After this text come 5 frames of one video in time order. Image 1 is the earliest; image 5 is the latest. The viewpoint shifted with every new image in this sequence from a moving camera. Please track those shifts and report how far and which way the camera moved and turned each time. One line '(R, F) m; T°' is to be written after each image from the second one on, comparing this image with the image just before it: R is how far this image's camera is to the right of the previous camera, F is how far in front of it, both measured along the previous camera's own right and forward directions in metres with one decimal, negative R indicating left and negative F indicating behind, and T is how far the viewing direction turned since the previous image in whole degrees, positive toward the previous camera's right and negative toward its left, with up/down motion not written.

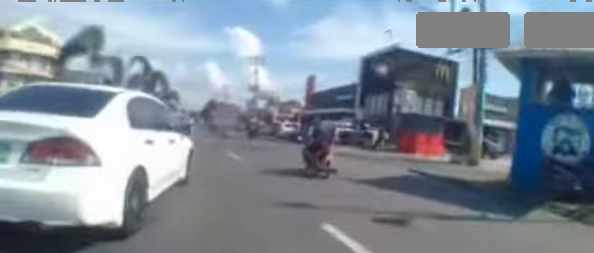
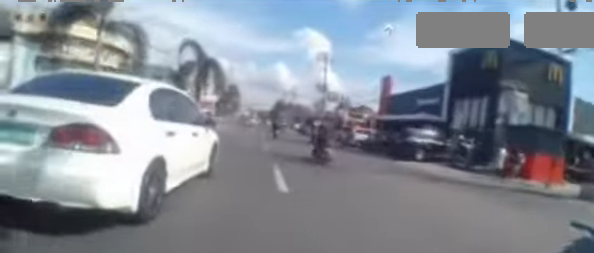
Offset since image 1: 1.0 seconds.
(0.0, +5.9) m; -4°
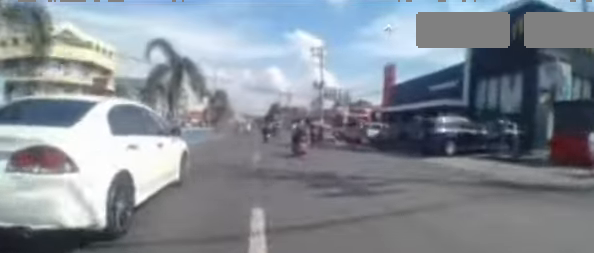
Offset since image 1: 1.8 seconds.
(-0.3, +4.8) m; -5°
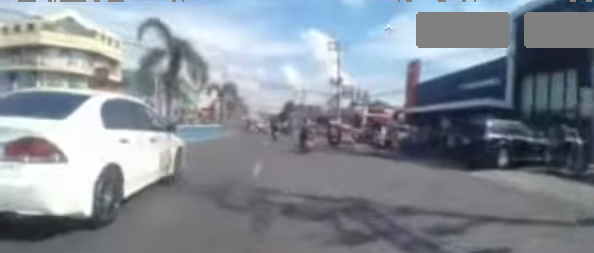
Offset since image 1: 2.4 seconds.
(-0.1, +3.4) m; -4°
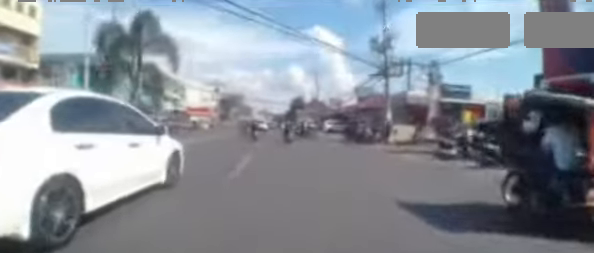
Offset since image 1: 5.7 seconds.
(-0.3, +19.8) m; -1°
